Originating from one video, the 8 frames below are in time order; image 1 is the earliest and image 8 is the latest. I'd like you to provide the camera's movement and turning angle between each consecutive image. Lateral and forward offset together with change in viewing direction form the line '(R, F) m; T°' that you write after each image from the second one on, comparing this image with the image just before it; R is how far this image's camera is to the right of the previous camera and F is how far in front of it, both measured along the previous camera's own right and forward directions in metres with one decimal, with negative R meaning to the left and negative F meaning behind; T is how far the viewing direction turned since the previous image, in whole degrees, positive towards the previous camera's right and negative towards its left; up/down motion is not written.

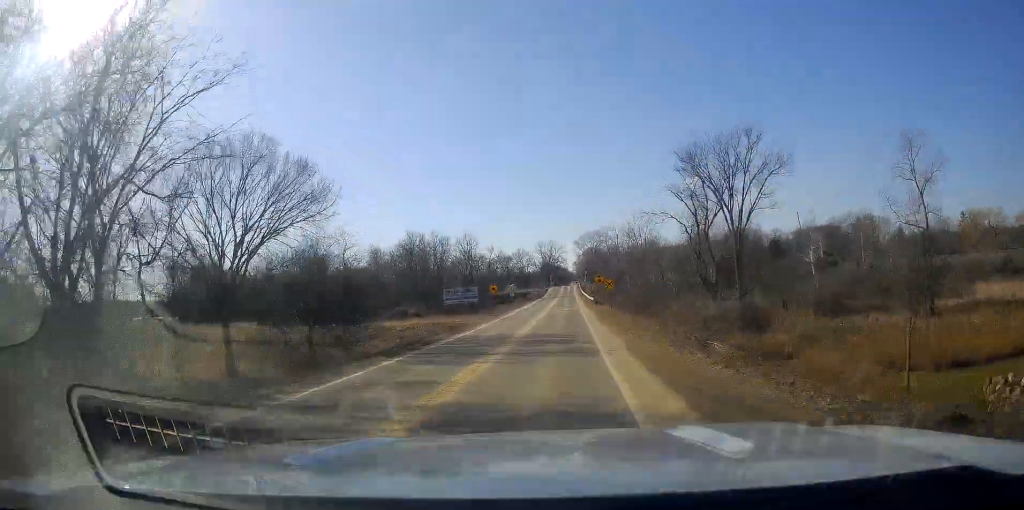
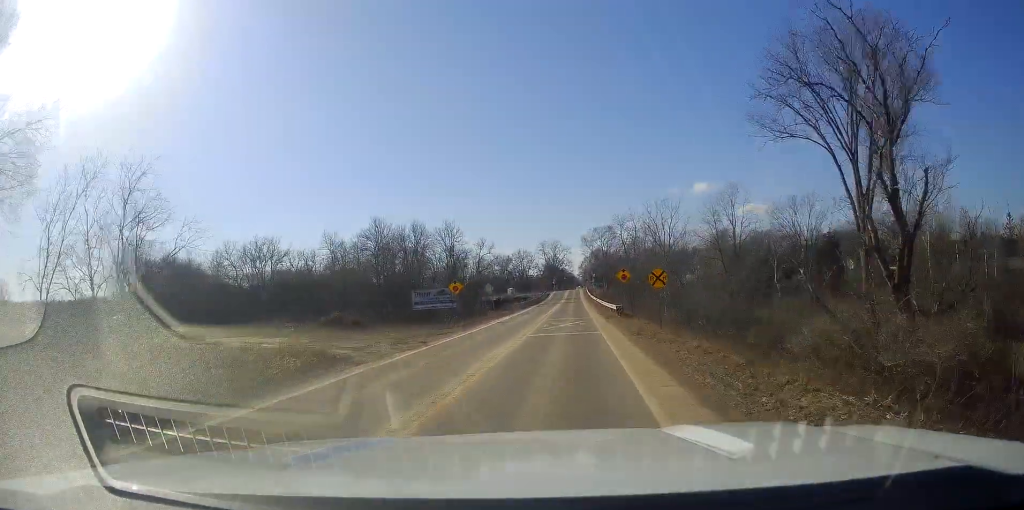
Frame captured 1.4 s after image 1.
(+0.3, +25.6) m; 0°
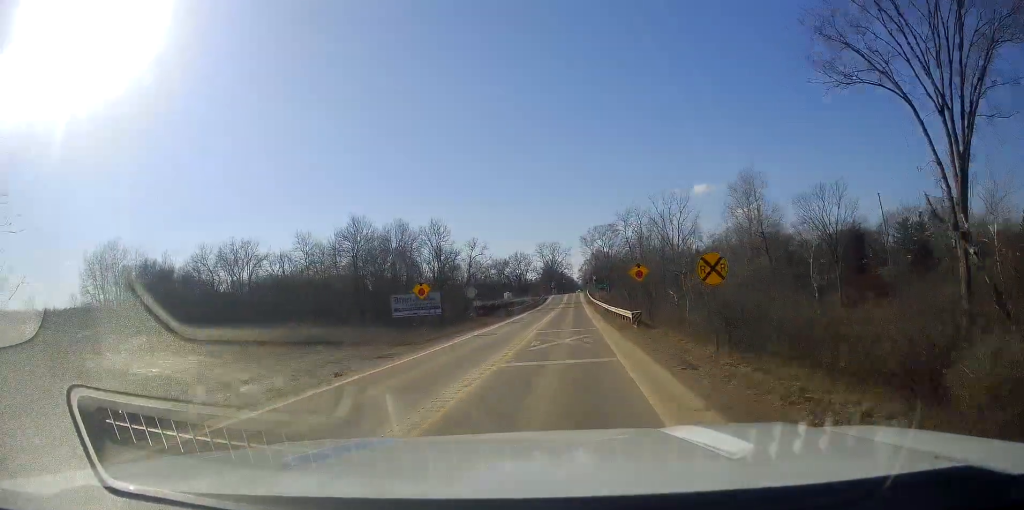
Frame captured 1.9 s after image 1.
(-0.1, +9.9) m; -1°
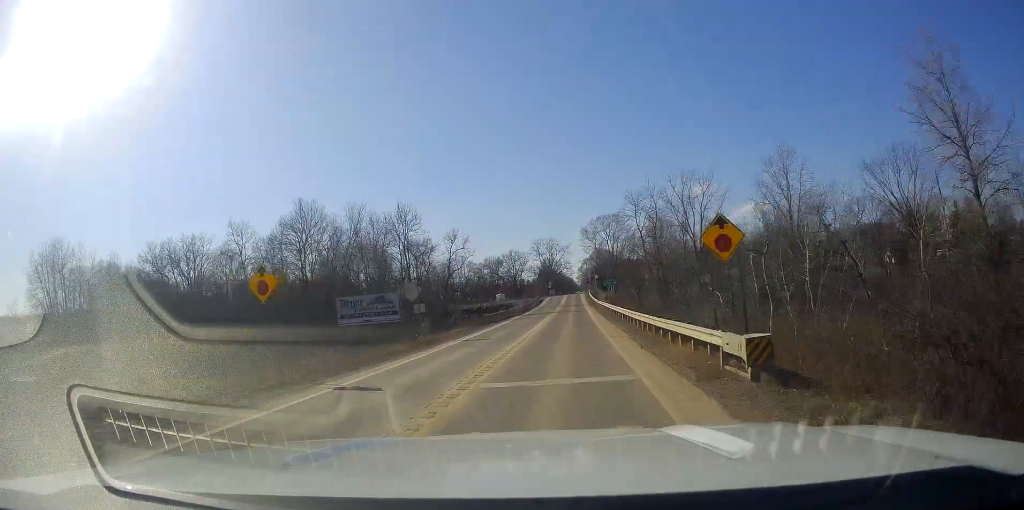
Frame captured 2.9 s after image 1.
(-0.3, +20.8) m; -1°
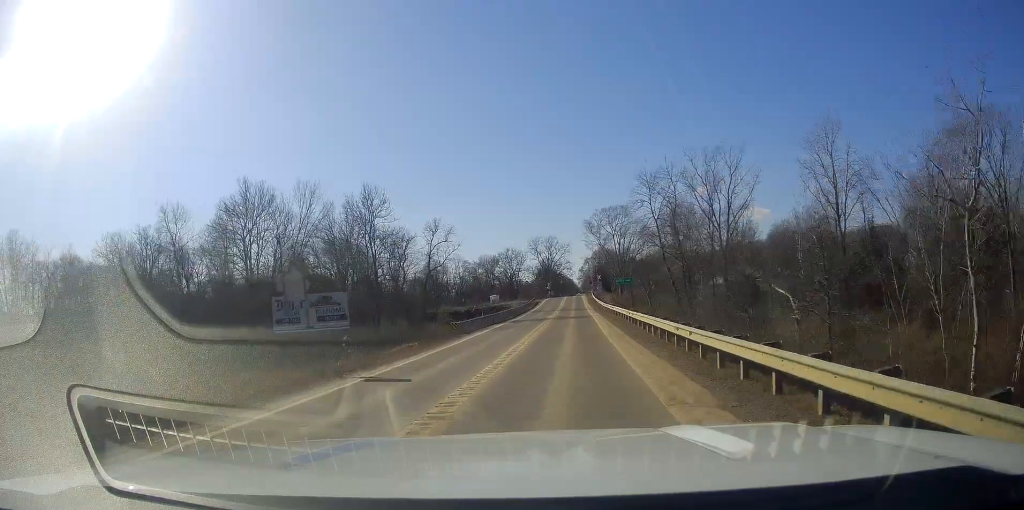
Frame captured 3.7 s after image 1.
(0.0, +15.5) m; 0°
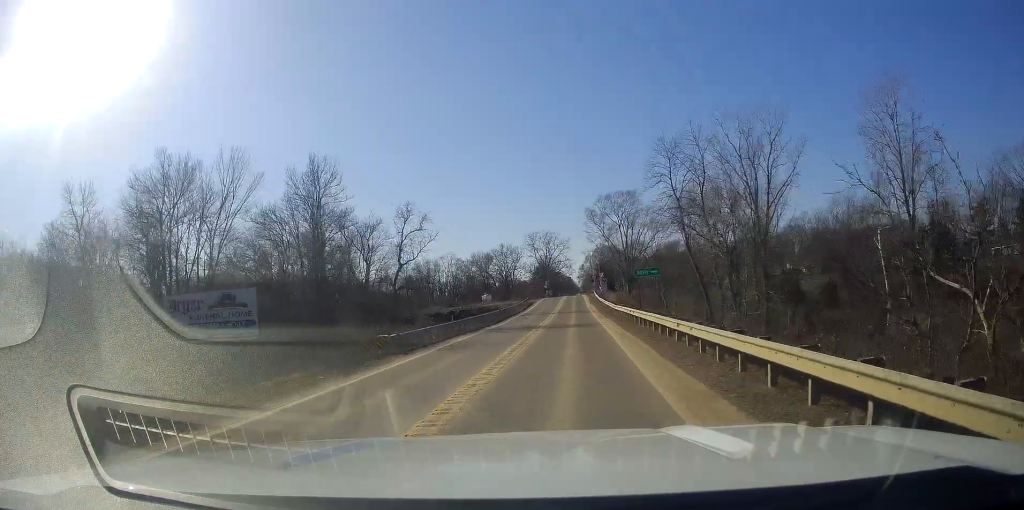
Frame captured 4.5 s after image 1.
(+0.1, +15.4) m; 0°
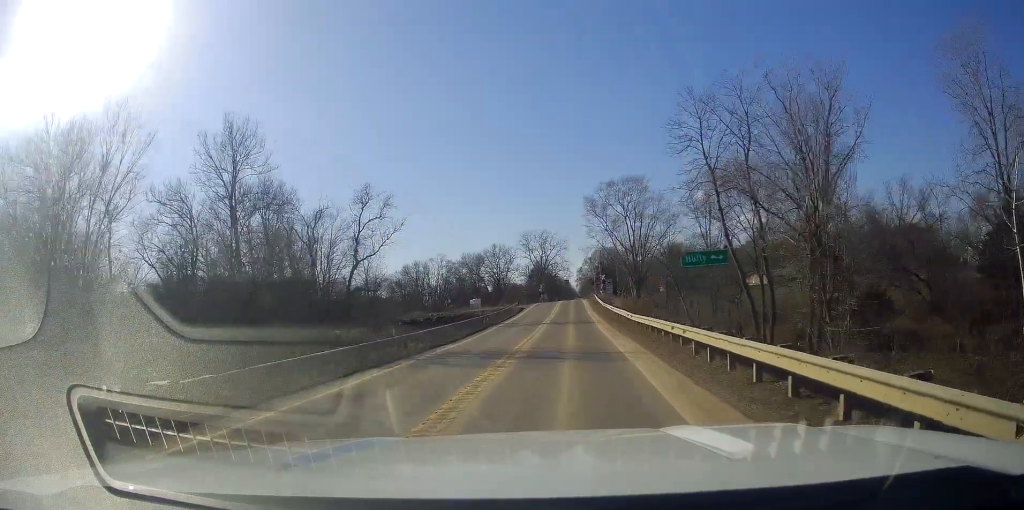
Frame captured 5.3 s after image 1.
(0.0, +14.5) m; 0°
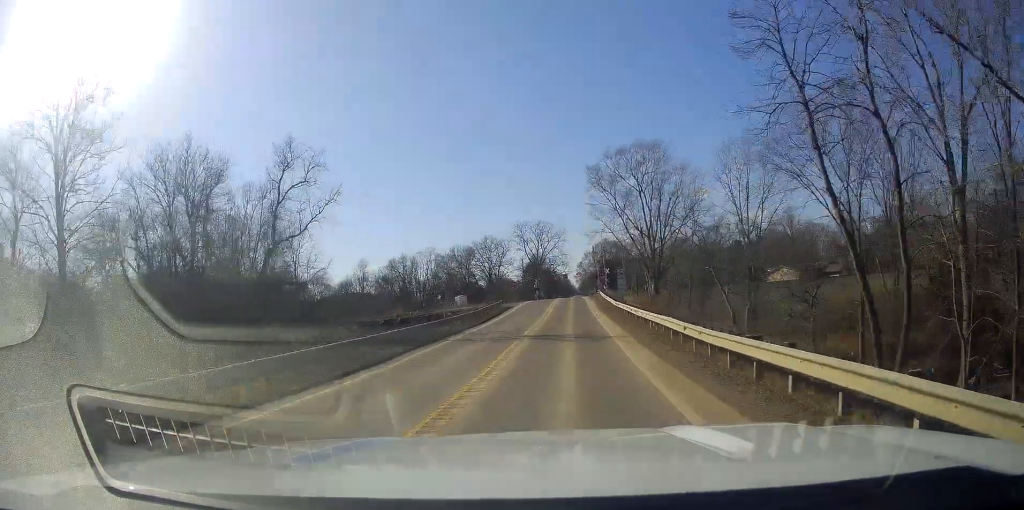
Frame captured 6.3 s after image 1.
(0.0, +15.8) m; 0°
